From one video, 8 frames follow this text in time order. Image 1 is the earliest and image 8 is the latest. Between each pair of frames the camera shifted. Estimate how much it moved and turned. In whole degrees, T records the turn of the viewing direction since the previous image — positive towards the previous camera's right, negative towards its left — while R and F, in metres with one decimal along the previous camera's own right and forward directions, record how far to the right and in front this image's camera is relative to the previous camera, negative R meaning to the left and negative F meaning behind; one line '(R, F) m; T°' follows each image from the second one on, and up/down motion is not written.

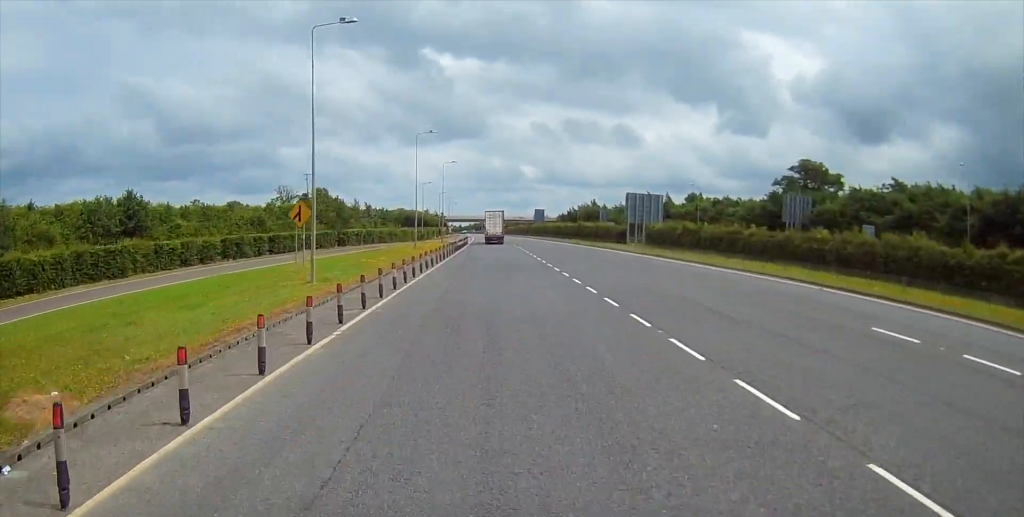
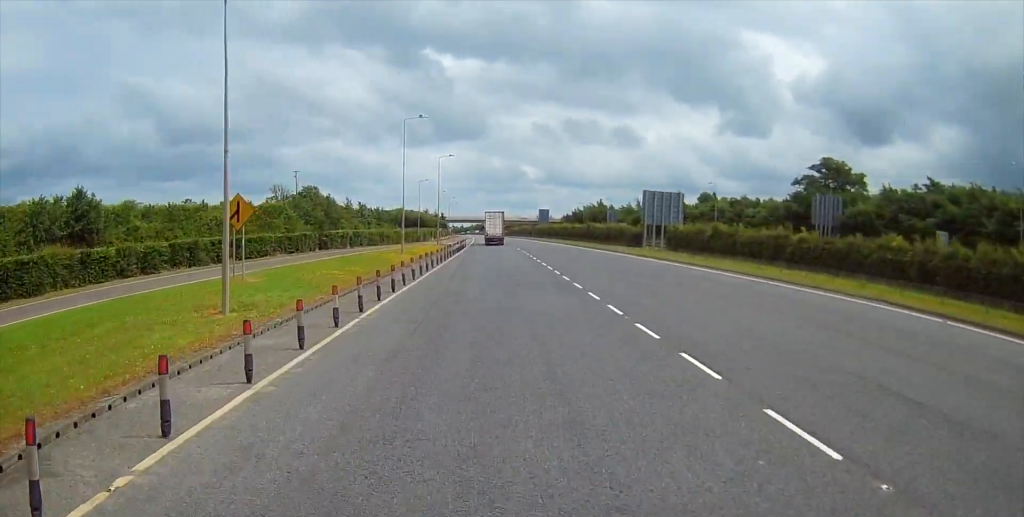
(0.0, +9.4) m; 0°
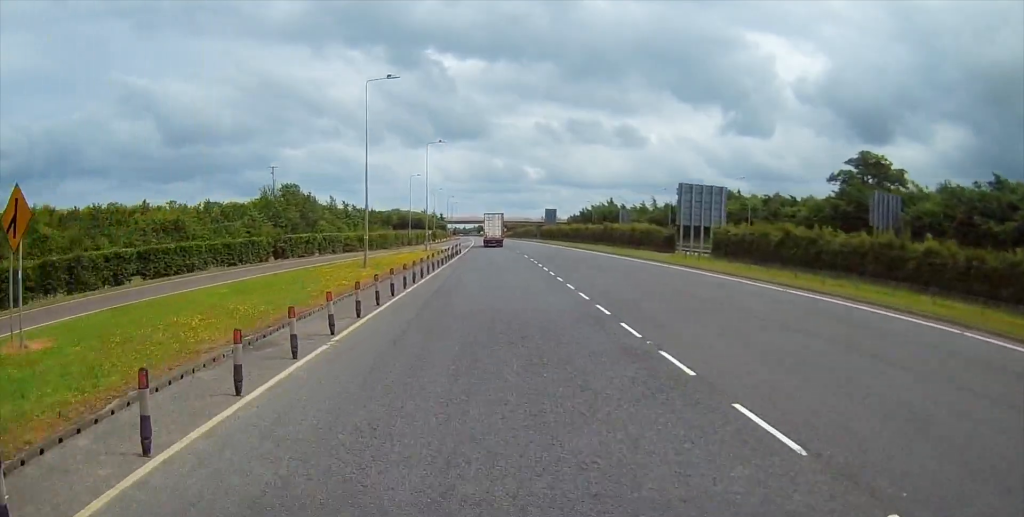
(+0.1, +15.4) m; 0°
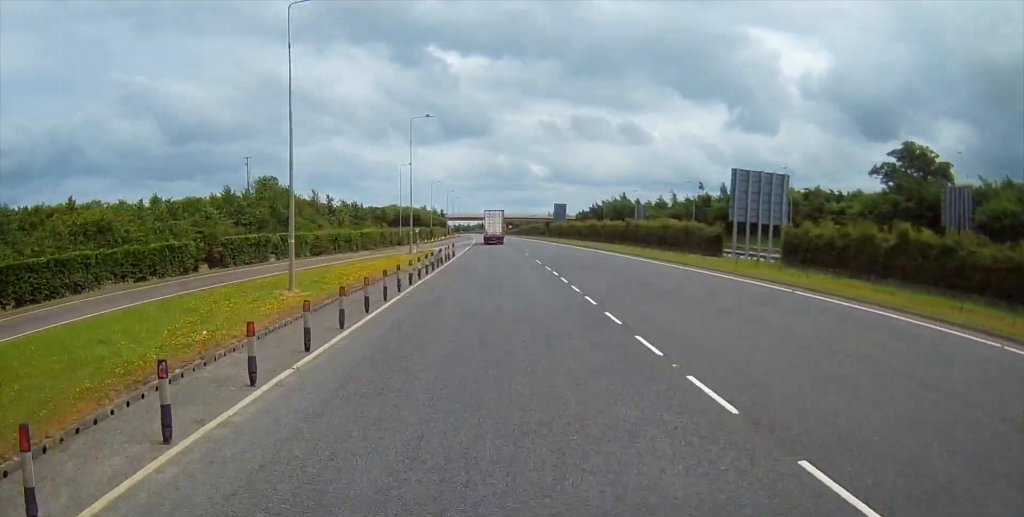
(0.0, +14.7) m; 0°
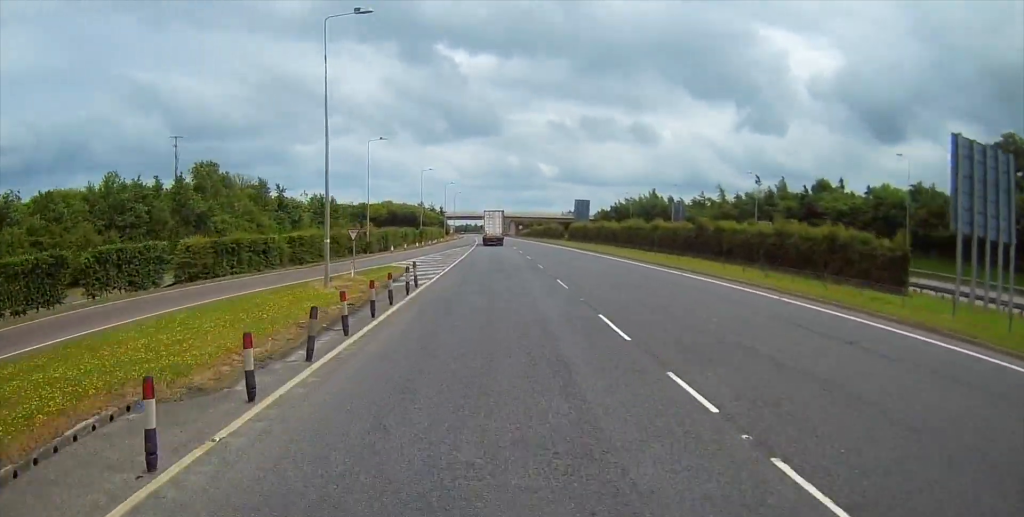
(-0.2, +28.3) m; 0°
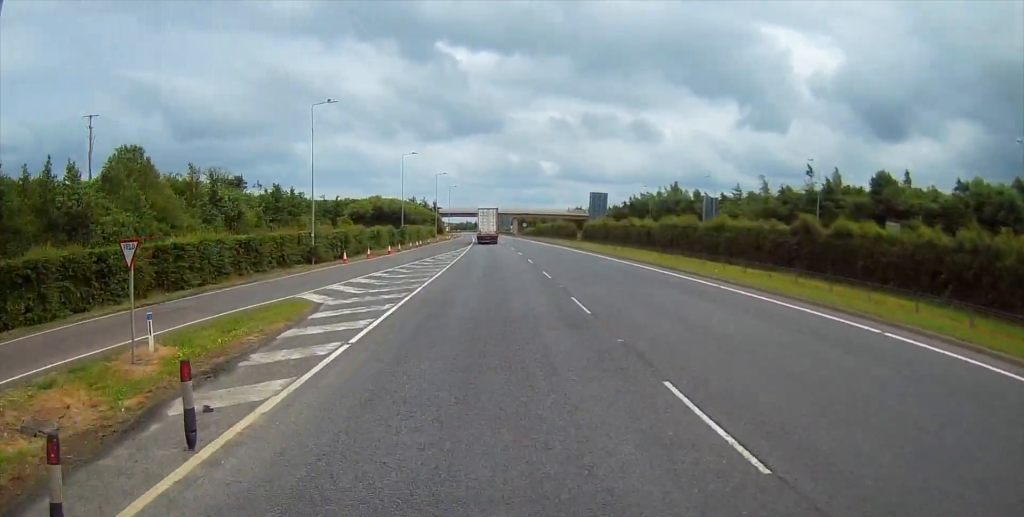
(0.0, +20.2) m; 0°
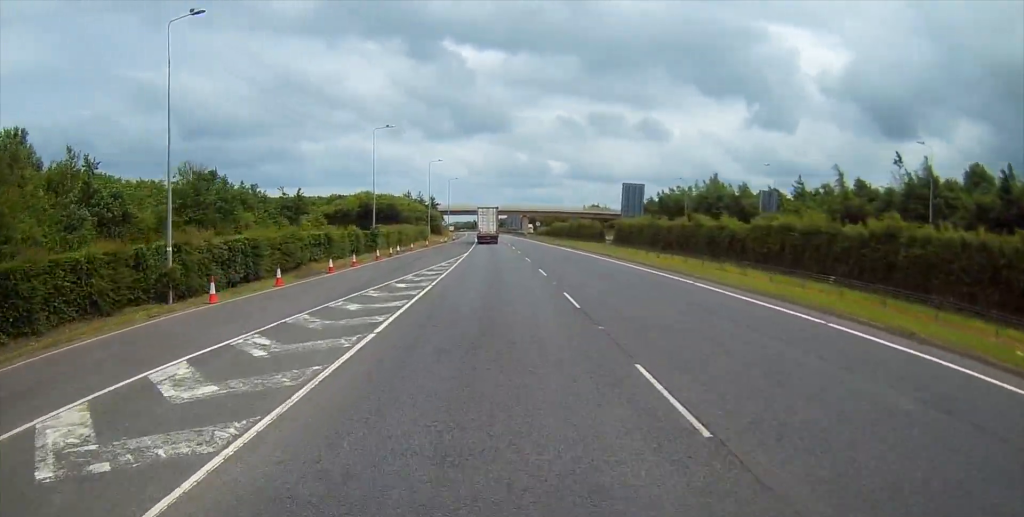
(-0.1, +22.6) m; -1°
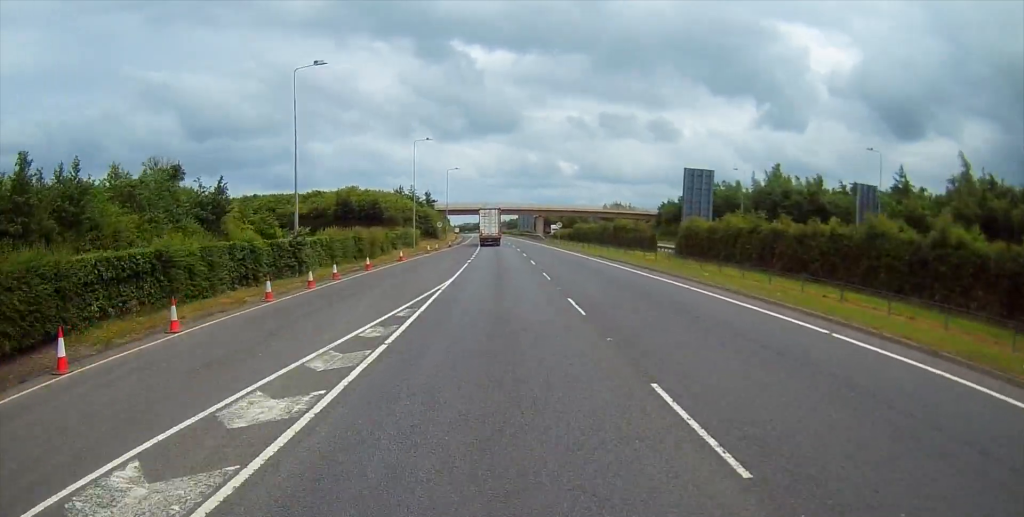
(-0.2, +25.3) m; -1°
